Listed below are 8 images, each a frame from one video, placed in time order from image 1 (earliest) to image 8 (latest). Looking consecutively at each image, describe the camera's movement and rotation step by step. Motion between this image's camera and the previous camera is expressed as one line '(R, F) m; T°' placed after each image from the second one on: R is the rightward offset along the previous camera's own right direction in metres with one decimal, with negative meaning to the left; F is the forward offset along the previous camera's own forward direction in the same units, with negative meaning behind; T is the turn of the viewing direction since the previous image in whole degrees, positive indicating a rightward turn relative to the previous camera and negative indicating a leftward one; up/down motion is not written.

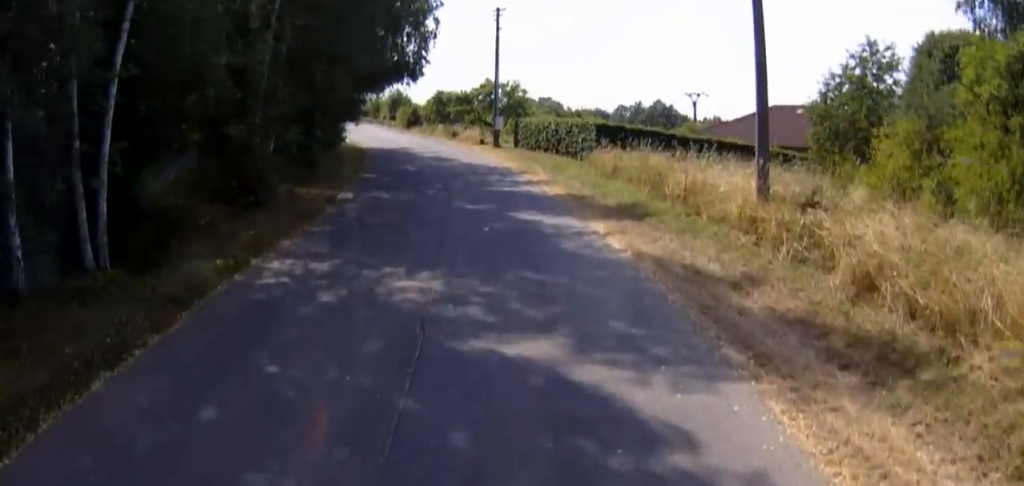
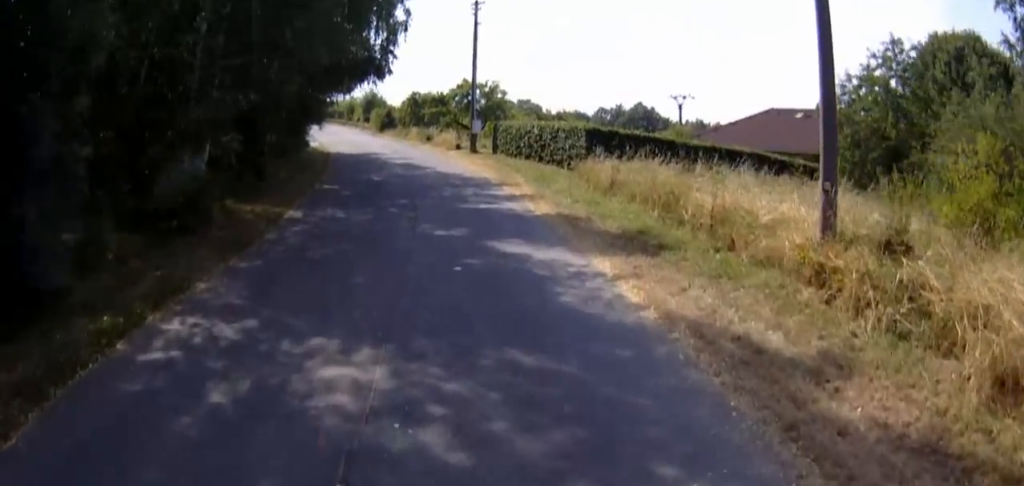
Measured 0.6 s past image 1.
(-0.2, +3.4) m; +5°
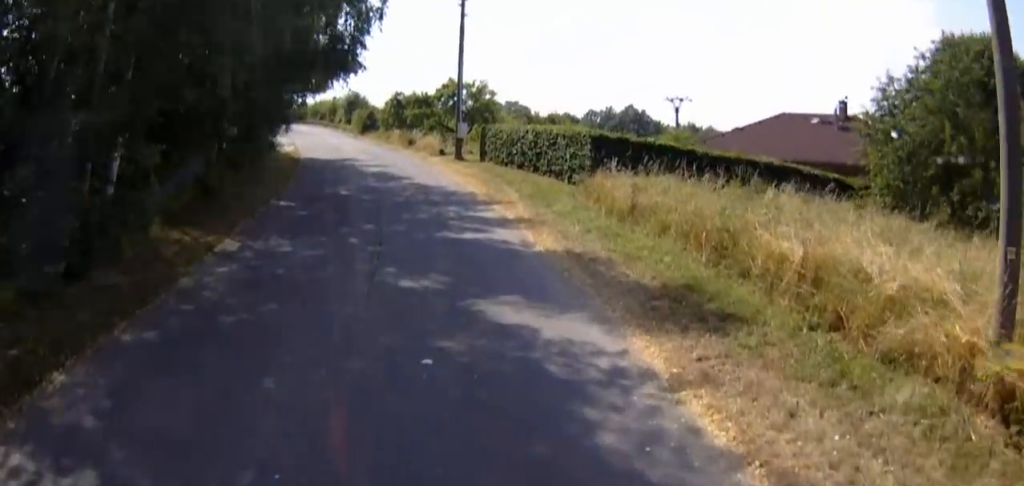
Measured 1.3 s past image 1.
(+1.0, +3.7) m; +7°
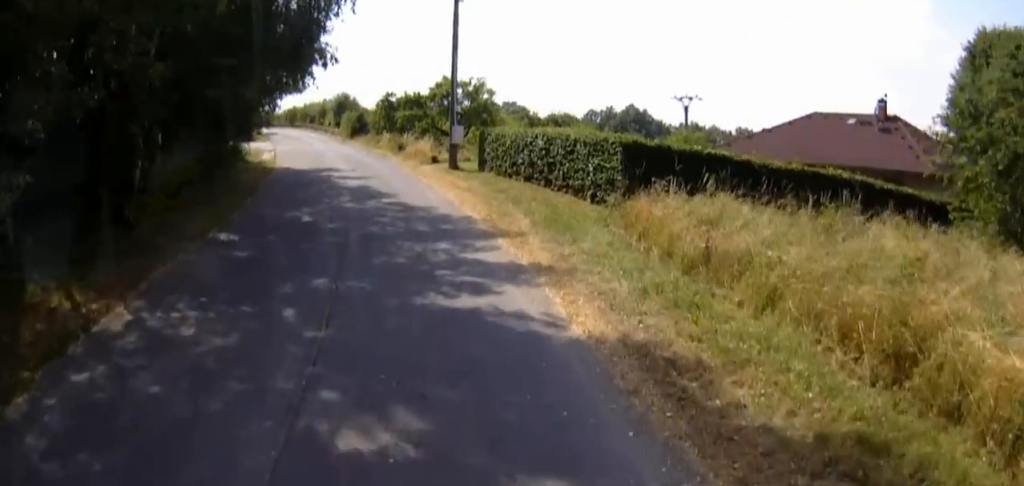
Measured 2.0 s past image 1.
(-0.2, +4.2) m; -9°
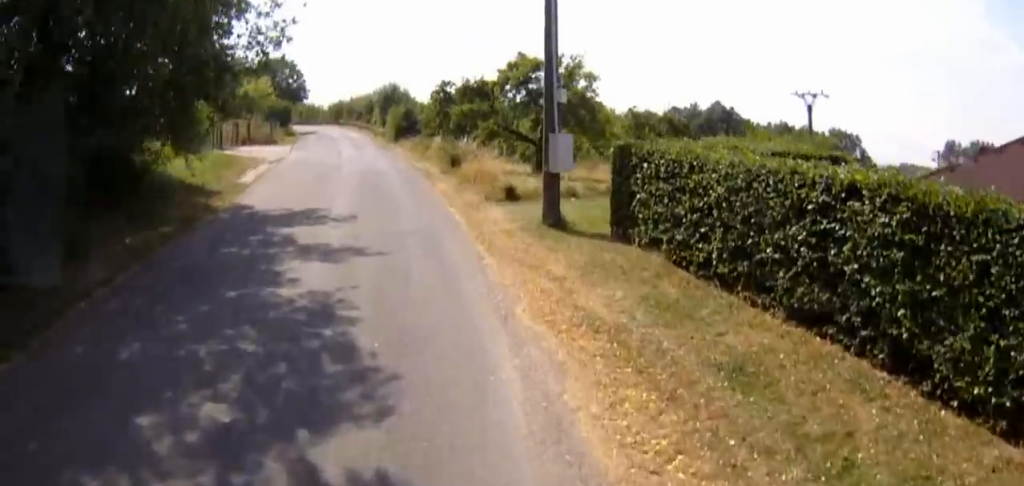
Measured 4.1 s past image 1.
(-3.4, +12.5) m; -23°
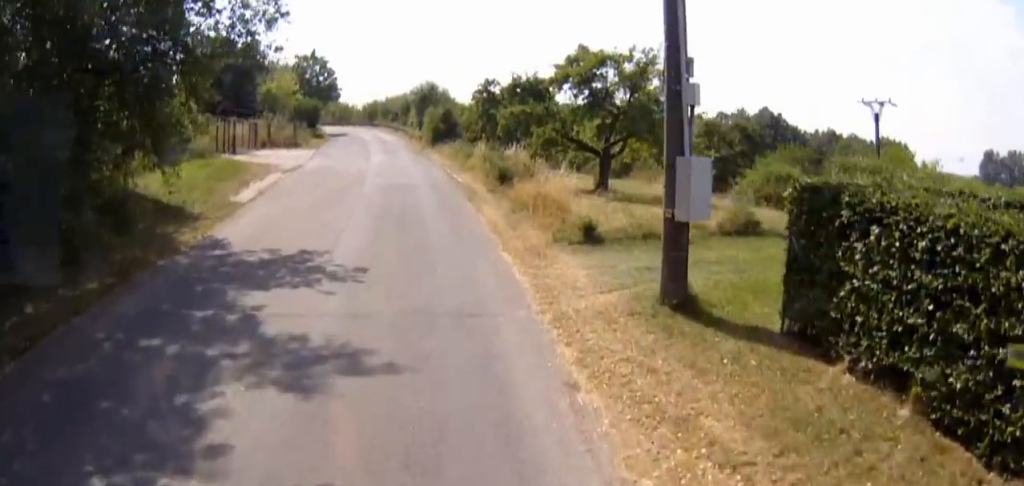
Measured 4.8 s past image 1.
(-0.2, +5.0) m; -3°
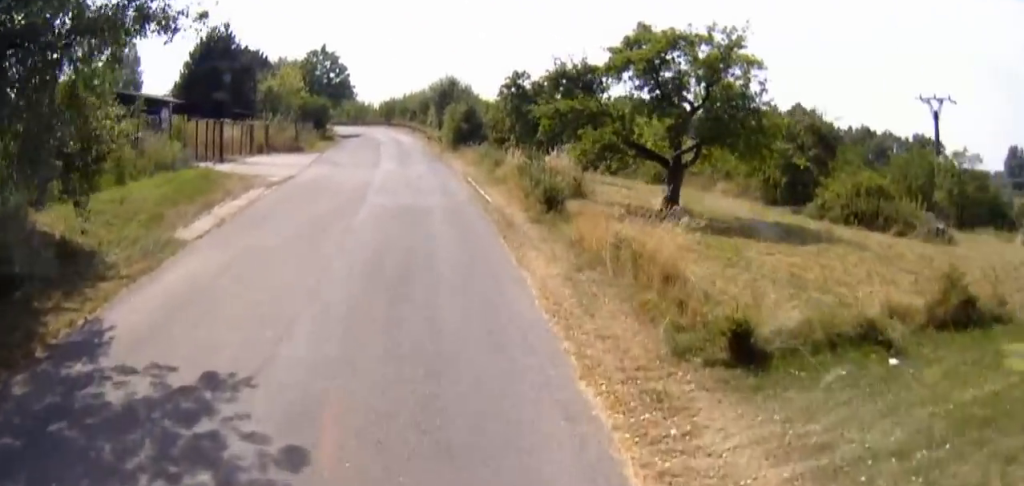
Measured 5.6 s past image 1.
(-0.2, +6.0) m; -2°
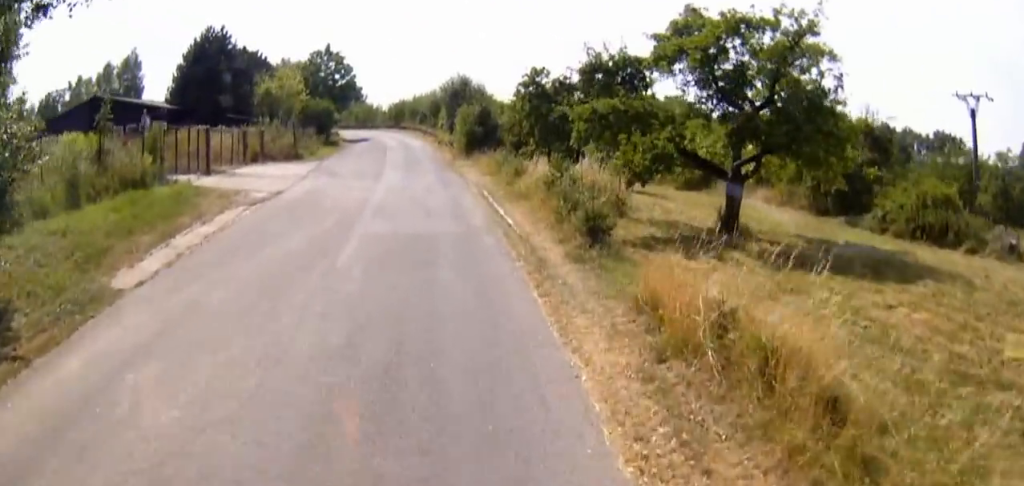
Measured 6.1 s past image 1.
(+0.1, +4.0) m; -3°
